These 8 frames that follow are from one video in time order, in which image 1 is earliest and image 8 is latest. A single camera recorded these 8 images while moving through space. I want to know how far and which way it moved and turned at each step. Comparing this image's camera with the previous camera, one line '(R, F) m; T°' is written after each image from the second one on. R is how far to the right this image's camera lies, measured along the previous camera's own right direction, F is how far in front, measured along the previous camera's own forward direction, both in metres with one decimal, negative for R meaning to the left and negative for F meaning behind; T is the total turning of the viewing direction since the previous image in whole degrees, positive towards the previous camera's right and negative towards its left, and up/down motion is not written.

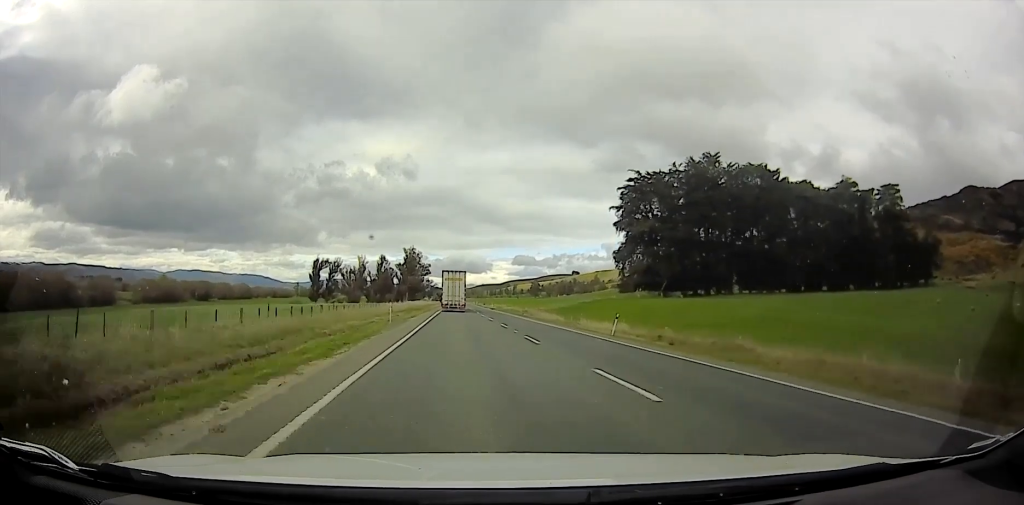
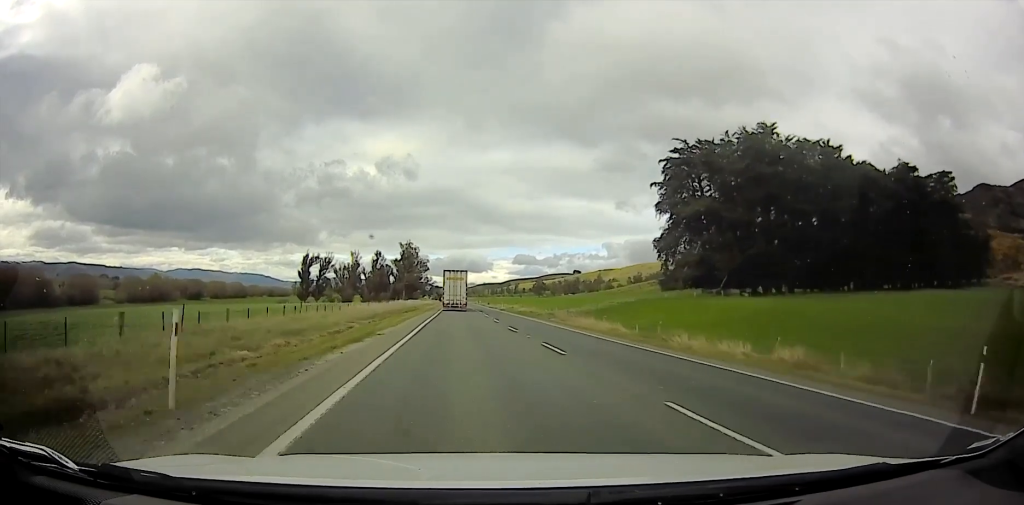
(0.0, +21.1) m; 0°
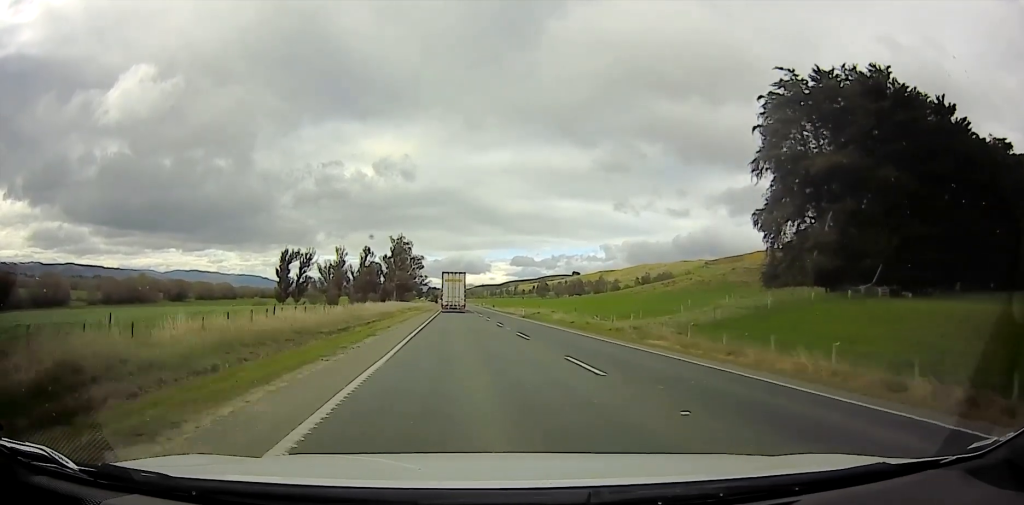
(+0.1, +32.4) m; +1°
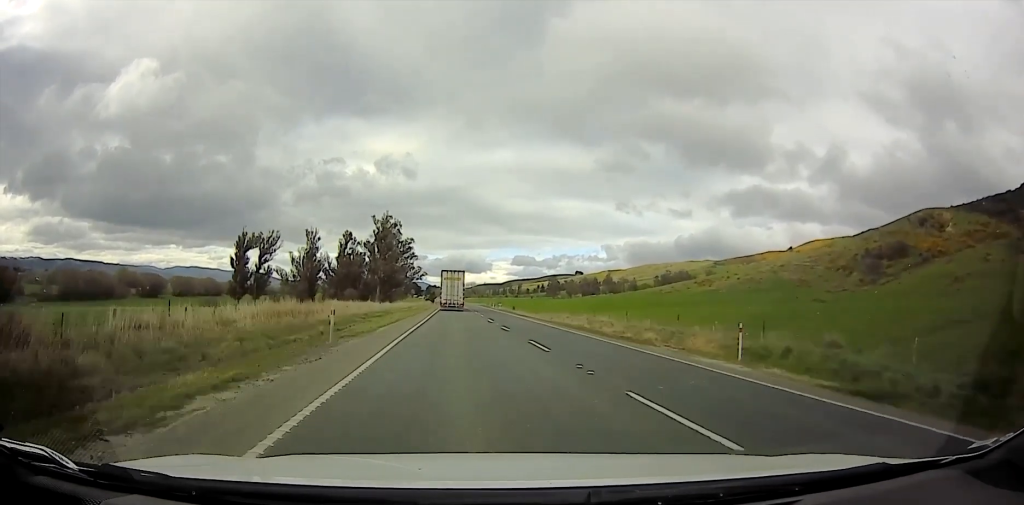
(+1.2, +67.4) m; +1°
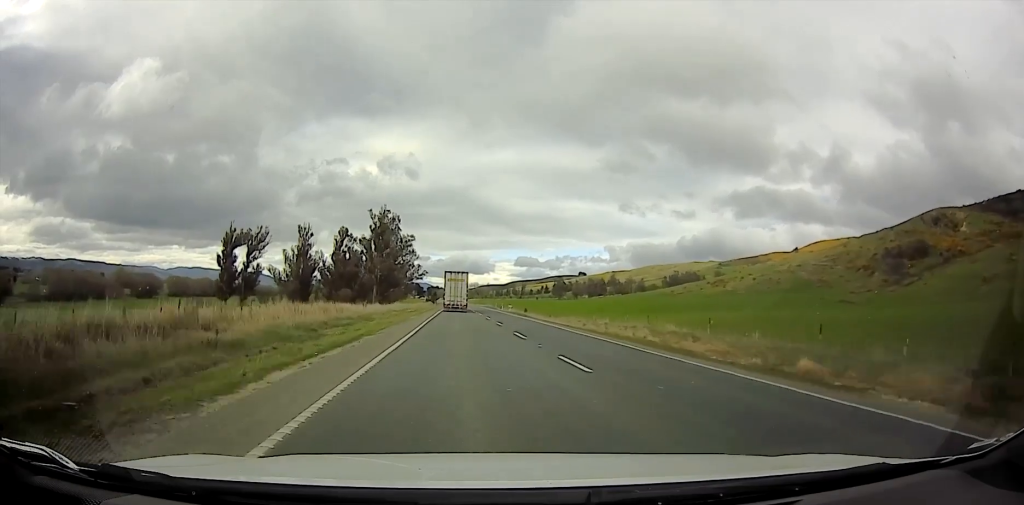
(-0.2, +18.5) m; 0°
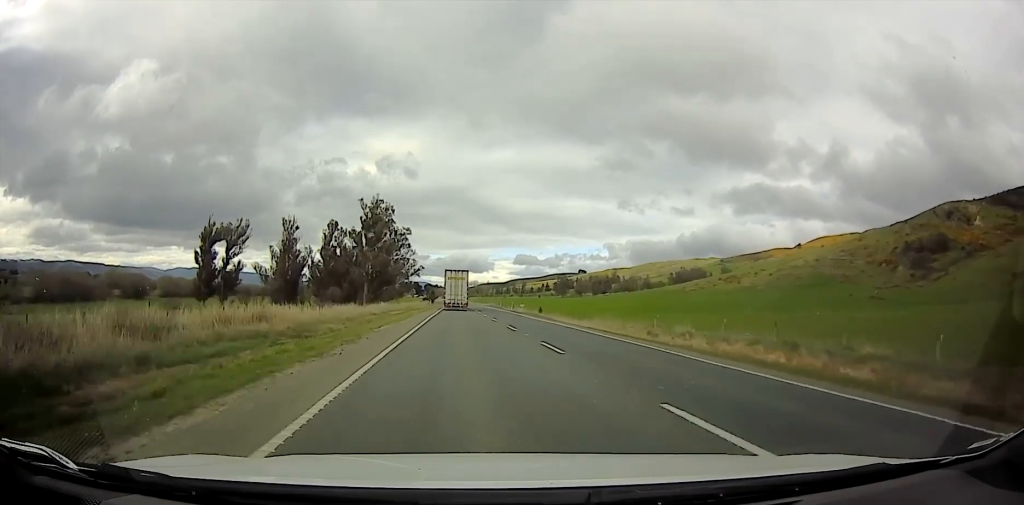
(+0.1, +22.4) m; 0°
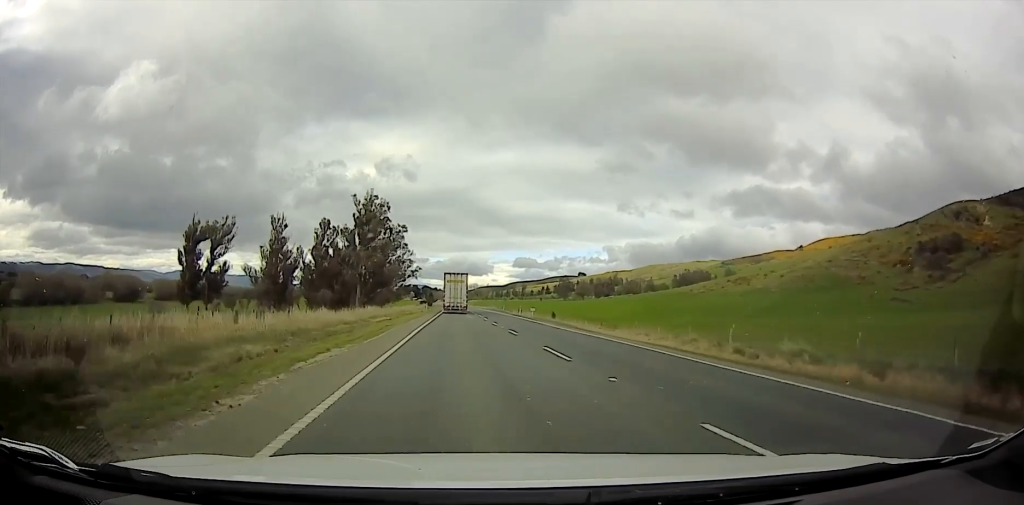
(+0.1, +14.8) m; 0°
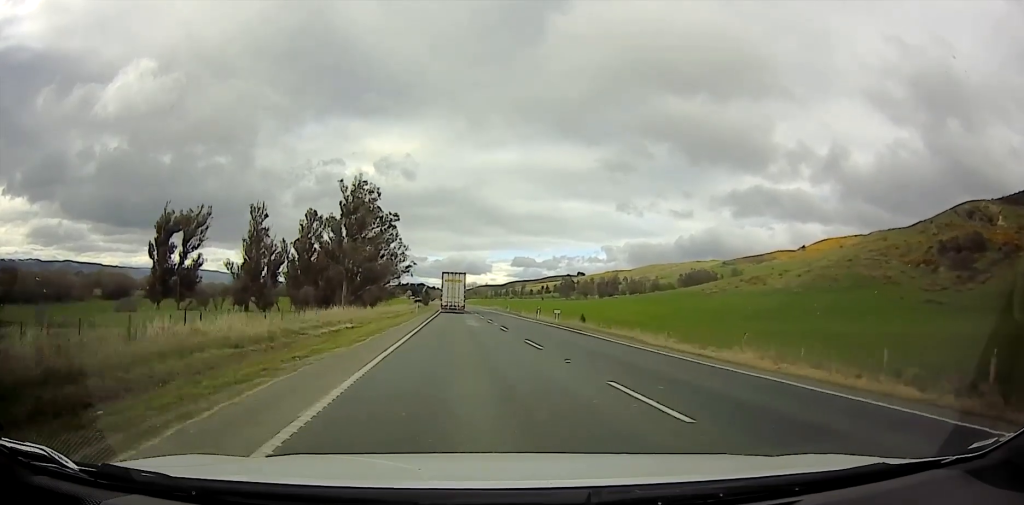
(0.0, +22.2) m; 0°
